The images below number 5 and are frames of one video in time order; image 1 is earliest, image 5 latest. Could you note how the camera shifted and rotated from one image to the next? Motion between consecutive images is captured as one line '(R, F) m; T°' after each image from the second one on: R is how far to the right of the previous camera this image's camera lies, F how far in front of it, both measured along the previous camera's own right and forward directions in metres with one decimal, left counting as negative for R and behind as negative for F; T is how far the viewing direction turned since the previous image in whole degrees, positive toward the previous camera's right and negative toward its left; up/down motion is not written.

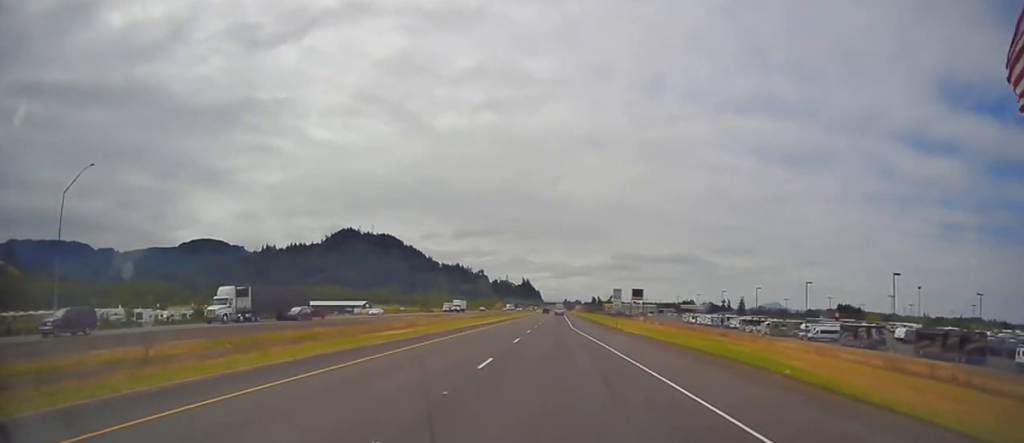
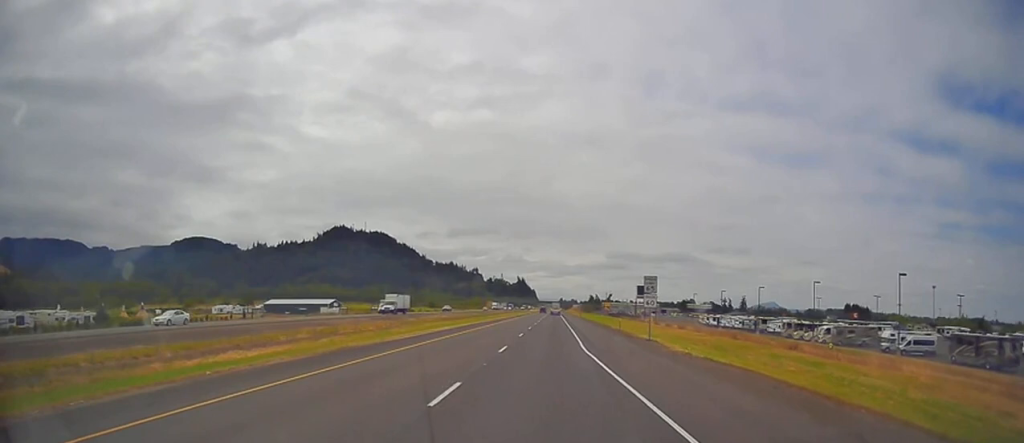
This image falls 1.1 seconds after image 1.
(+0.3, +32.1) m; +1°
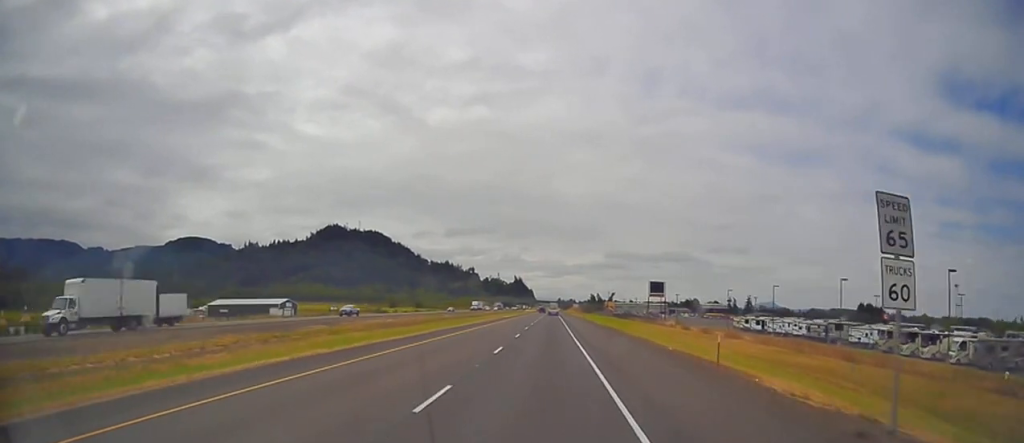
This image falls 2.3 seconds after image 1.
(+0.7, +37.3) m; +1°
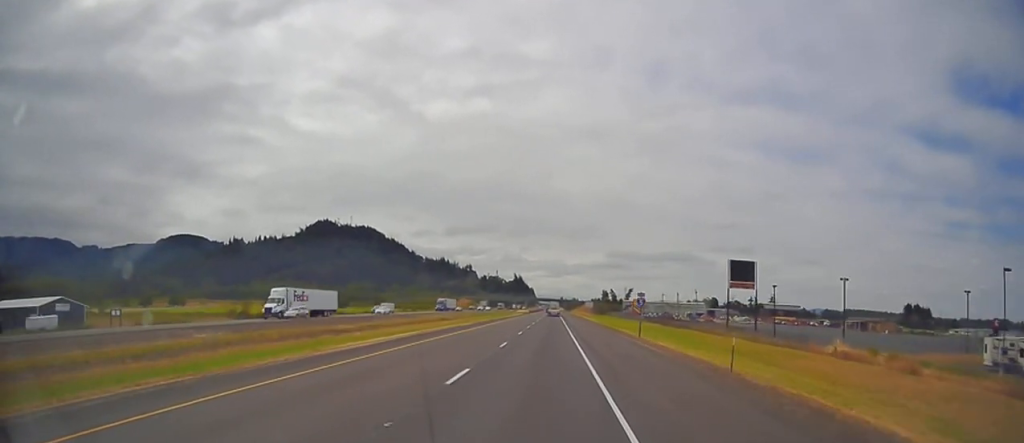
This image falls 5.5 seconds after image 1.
(0.0, +95.5) m; -1°
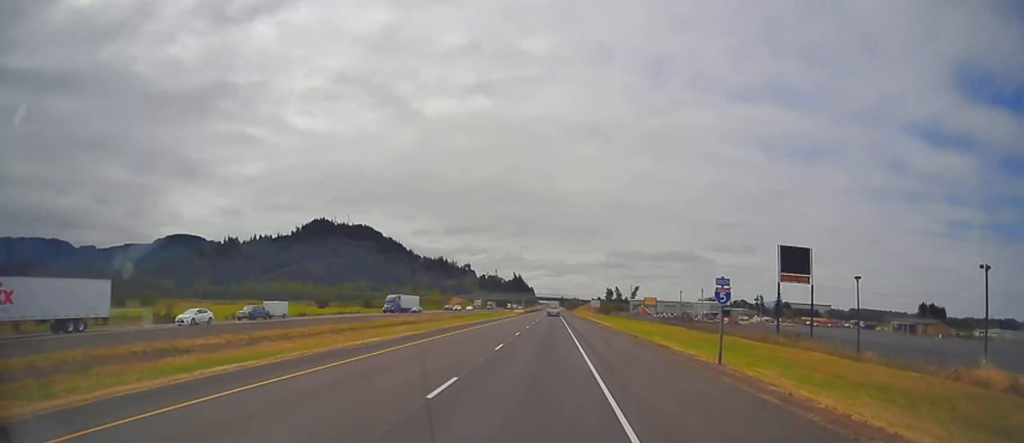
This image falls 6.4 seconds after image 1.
(-0.2, +27.1) m; -1°
